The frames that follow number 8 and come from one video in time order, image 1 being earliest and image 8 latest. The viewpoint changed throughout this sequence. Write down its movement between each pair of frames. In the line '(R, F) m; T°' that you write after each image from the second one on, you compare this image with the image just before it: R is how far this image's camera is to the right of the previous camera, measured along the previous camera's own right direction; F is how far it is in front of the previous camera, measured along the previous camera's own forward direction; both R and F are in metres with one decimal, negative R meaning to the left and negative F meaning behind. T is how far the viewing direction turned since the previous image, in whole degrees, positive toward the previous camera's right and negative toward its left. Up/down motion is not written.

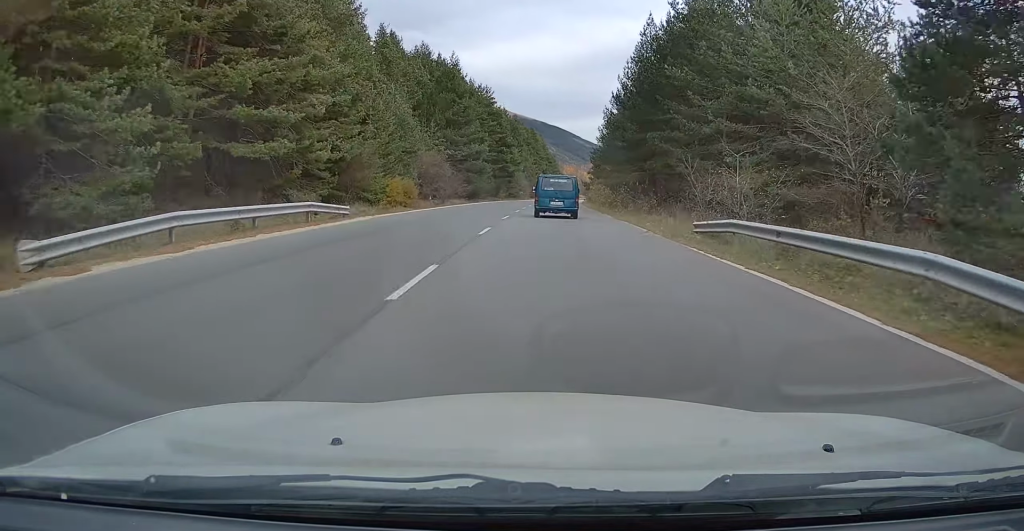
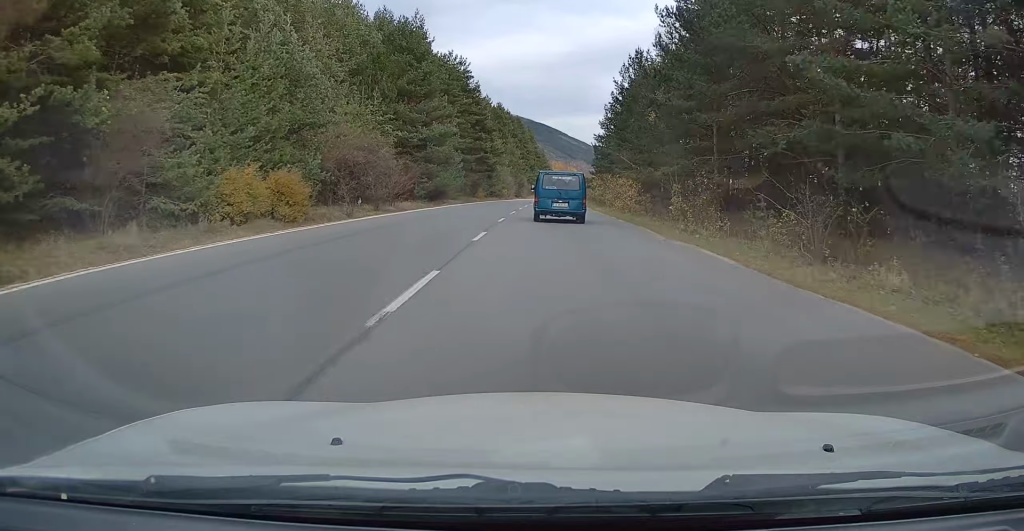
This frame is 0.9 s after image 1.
(+0.3, +20.7) m; +1°
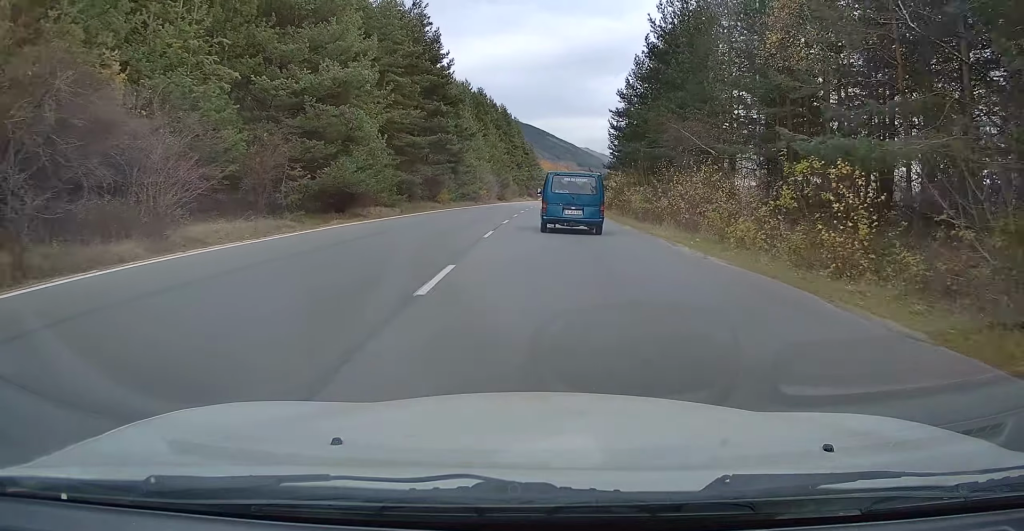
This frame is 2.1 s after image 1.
(0.0, +25.9) m; +1°
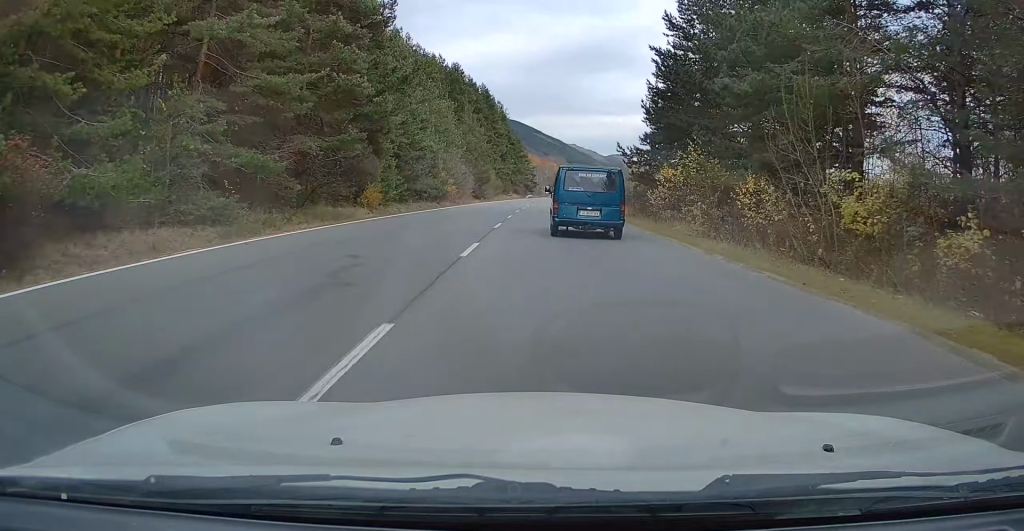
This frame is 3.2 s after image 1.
(+0.3, +23.2) m; +1°
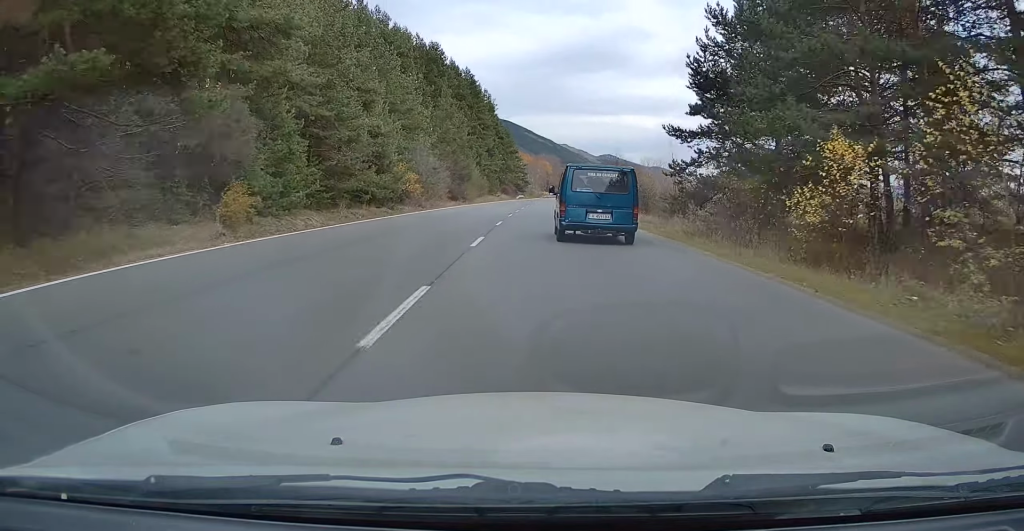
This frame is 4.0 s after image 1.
(+0.2, +15.9) m; +1°
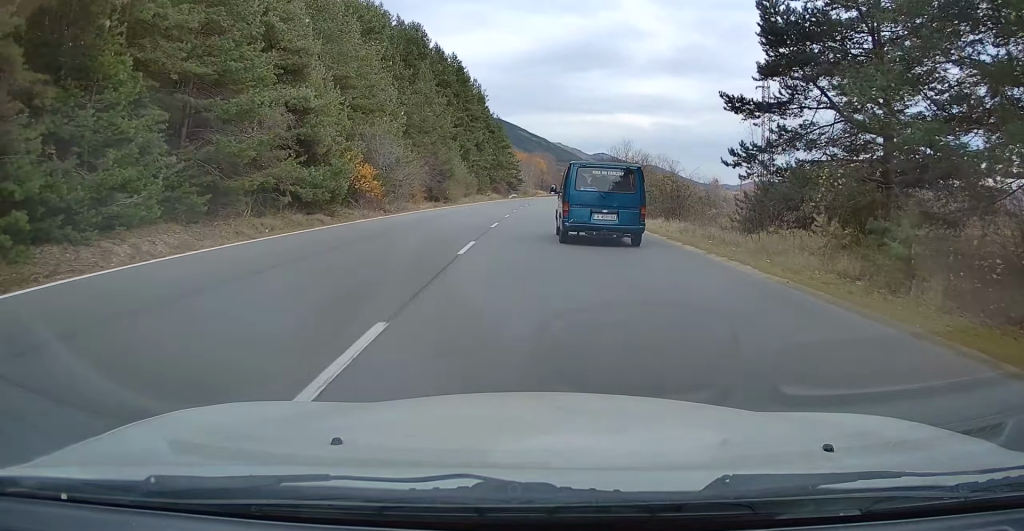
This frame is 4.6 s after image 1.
(-0.1, +11.1) m; +1°
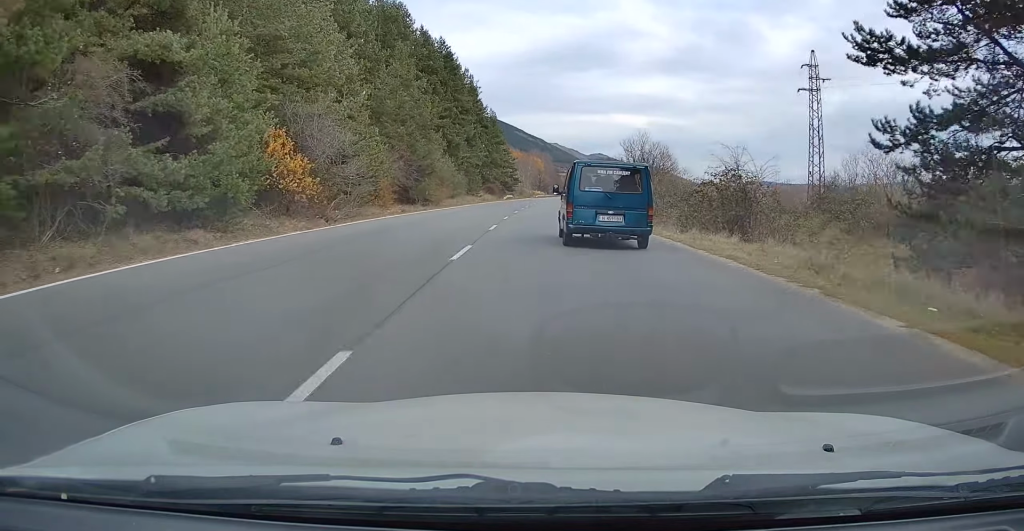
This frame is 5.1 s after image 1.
(+0.2, +10.5) m; +1°
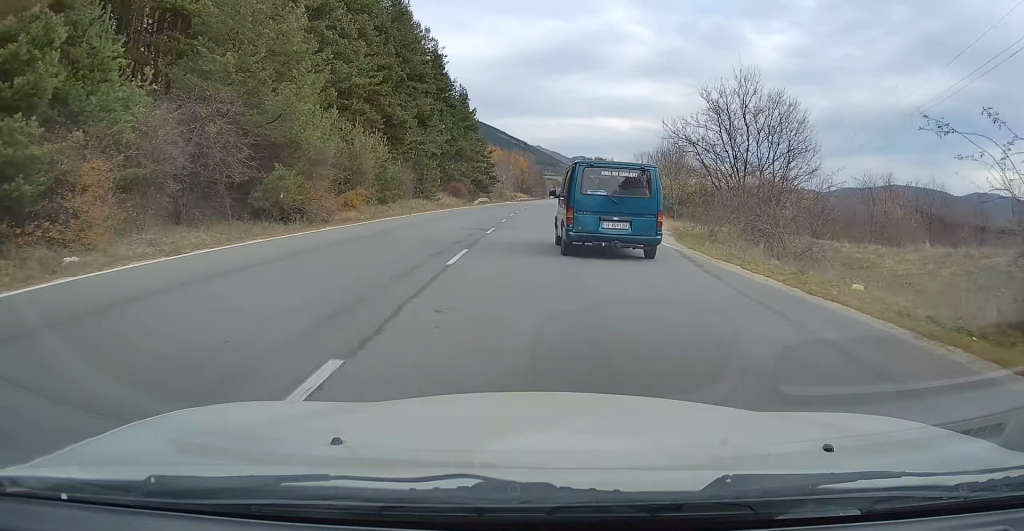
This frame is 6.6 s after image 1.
(+0.4, +28.1) m; +1°
